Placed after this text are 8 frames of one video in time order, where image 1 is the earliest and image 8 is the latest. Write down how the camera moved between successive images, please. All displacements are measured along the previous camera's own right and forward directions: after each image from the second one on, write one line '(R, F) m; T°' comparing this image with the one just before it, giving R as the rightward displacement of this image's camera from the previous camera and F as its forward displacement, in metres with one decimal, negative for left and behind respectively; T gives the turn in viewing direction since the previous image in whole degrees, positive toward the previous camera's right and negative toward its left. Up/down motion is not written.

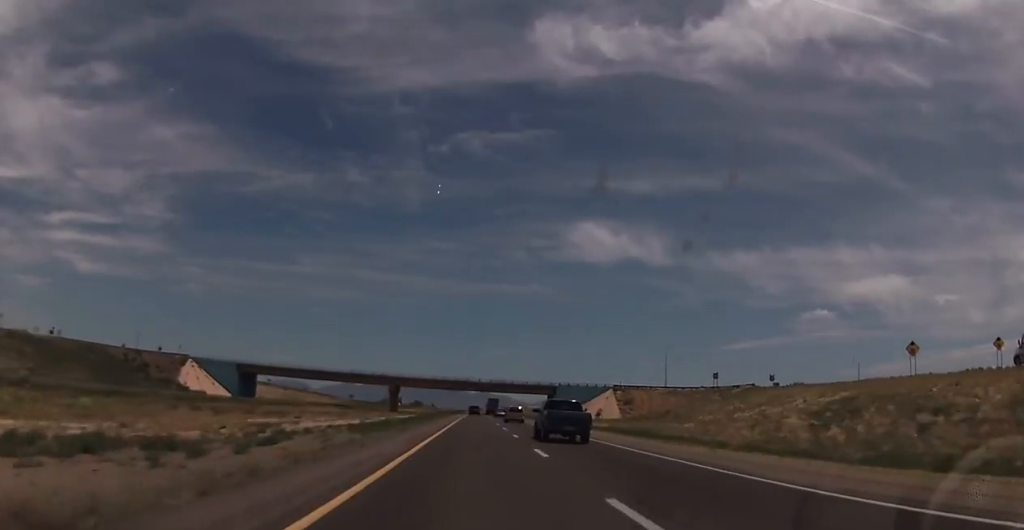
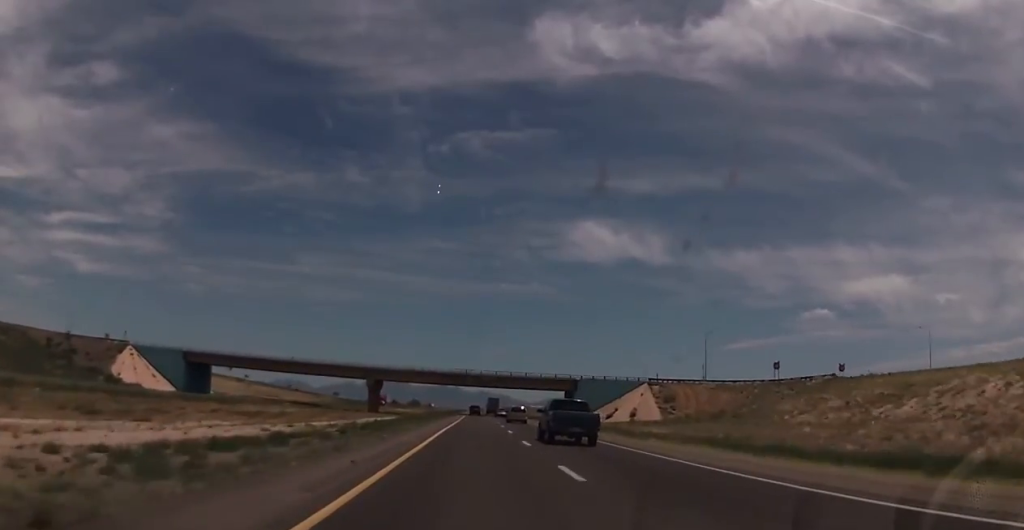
(0.0, +30.5) m; 0°
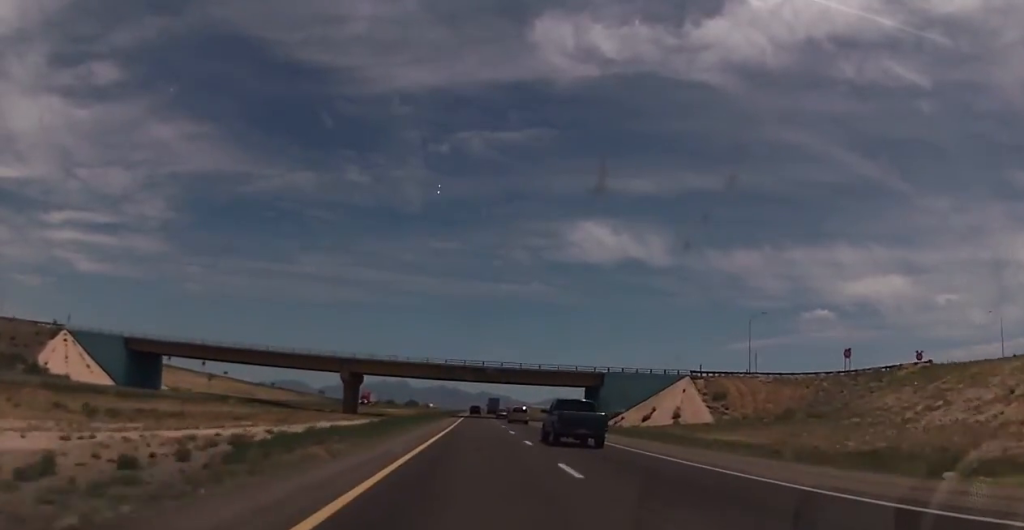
(0.0, +23.7) m; -1°
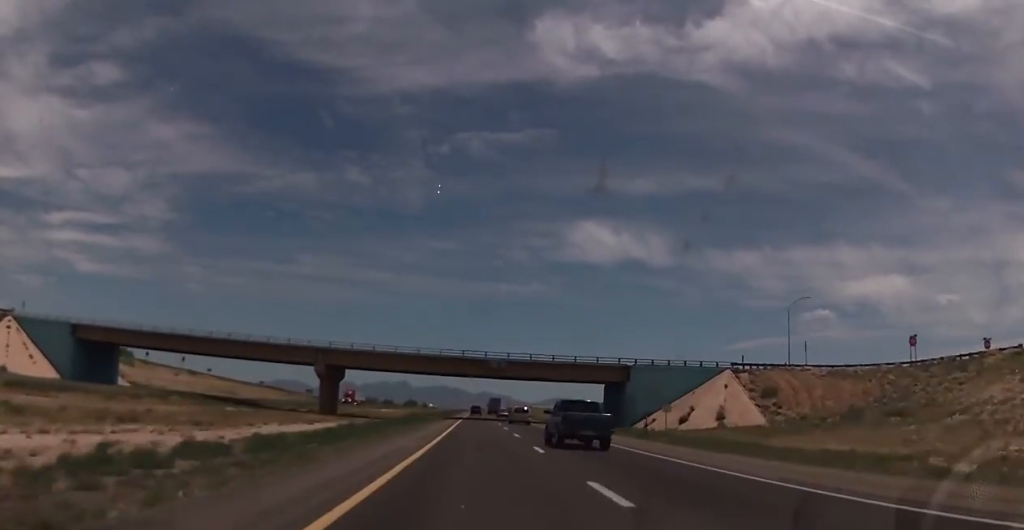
(-0.3, +15.8) m; 0°
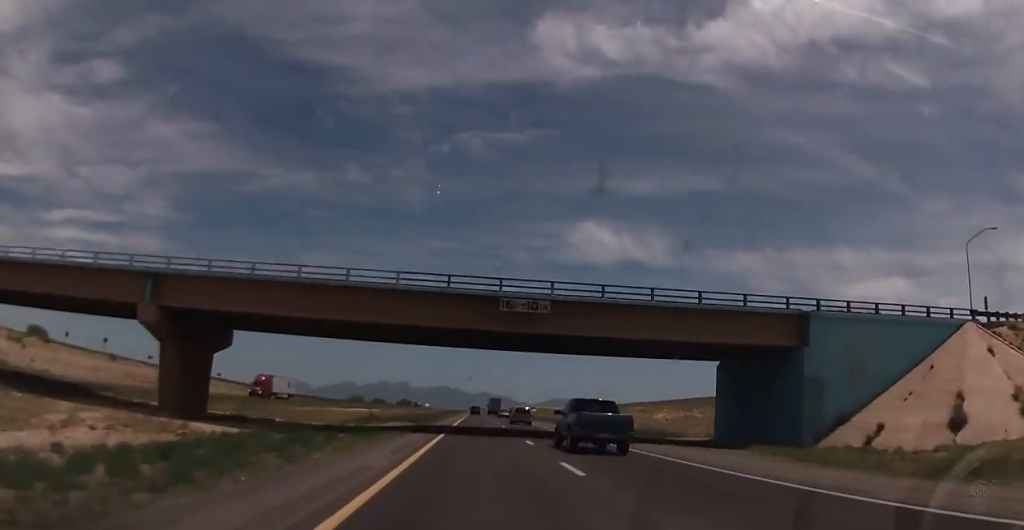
(+0.3, +43.9) m; +1°
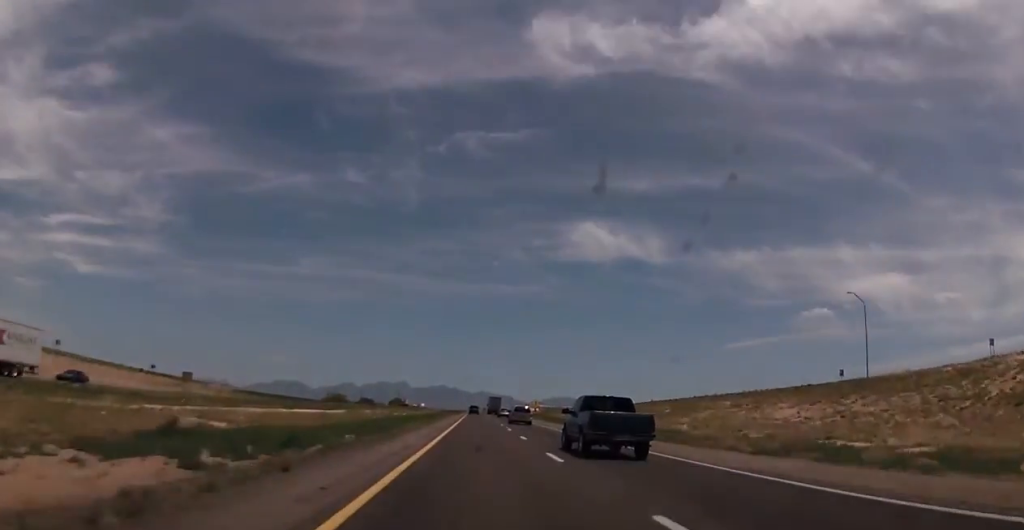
(+0.1, +45.0) m; 0°
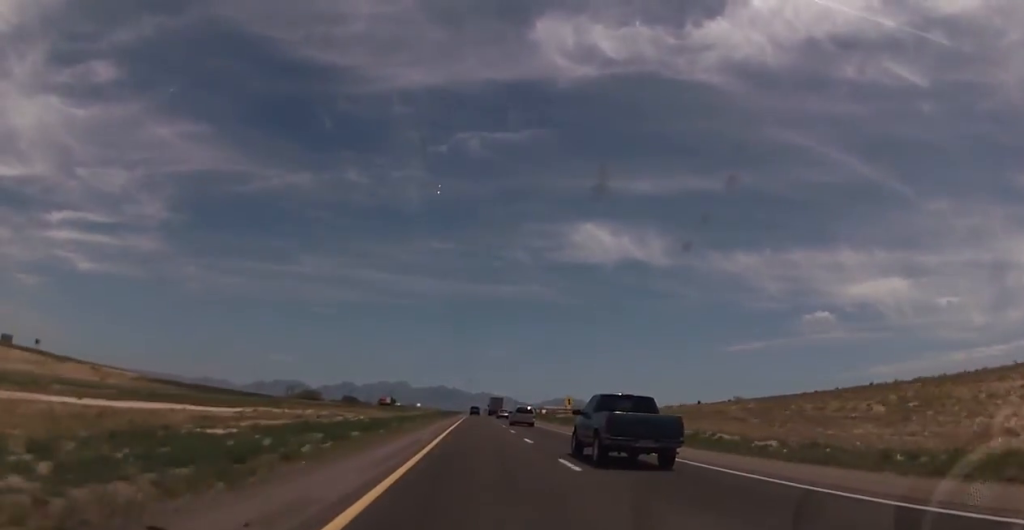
(-0.1, +50.7) m; 0°
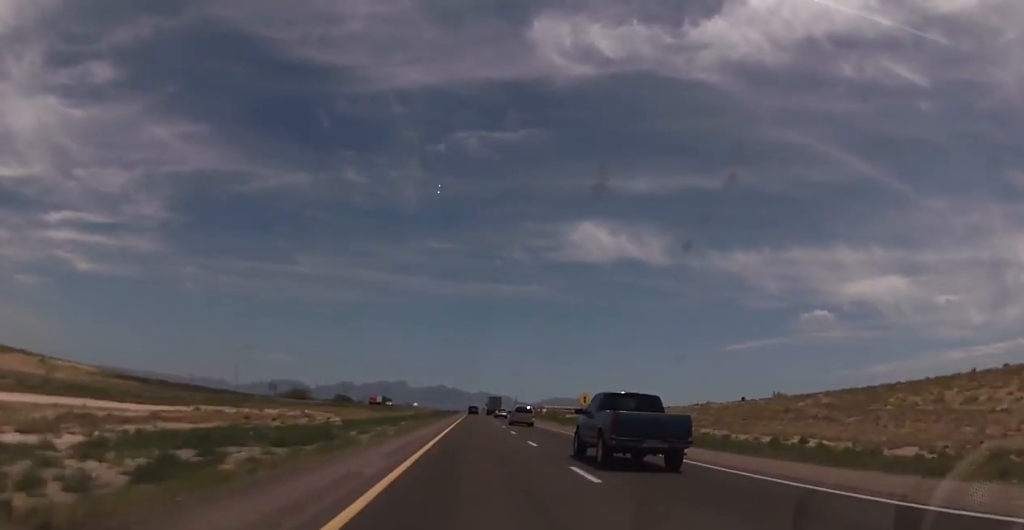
(0.0, +14.6) m; 0°
